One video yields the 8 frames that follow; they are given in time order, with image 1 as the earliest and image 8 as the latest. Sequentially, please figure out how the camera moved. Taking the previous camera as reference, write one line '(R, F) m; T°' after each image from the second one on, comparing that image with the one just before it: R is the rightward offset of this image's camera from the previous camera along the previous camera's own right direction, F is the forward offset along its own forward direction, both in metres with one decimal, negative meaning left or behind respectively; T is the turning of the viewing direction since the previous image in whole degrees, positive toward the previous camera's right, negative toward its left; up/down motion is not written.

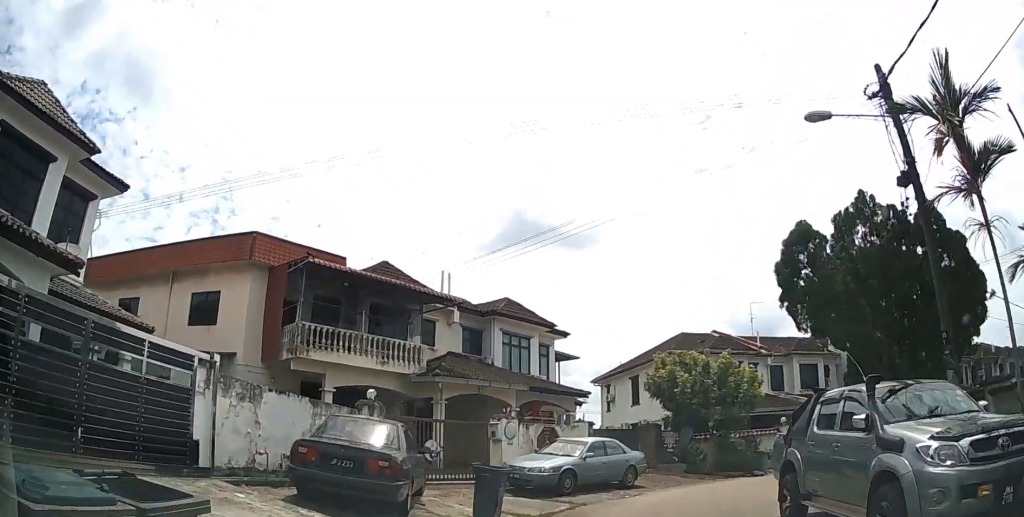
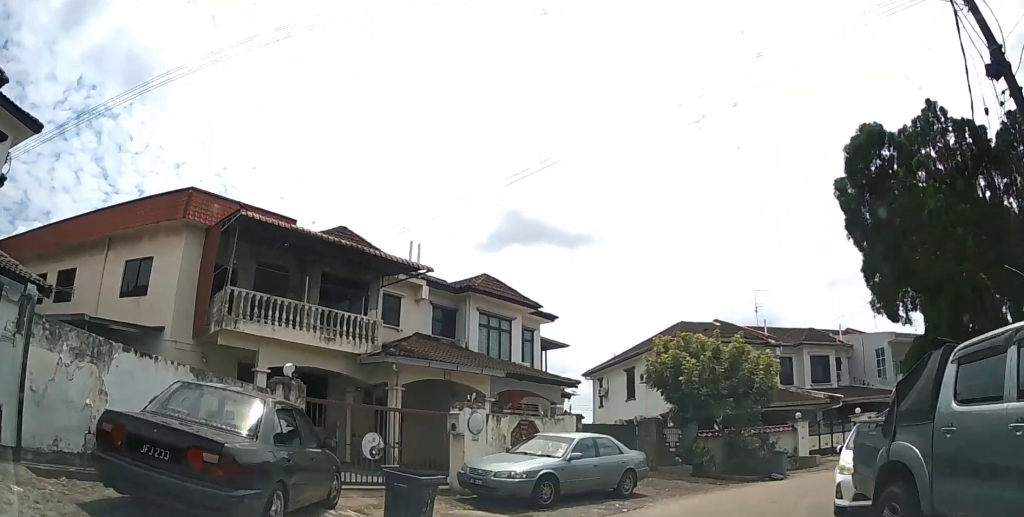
(-0.1, +3.5) m; +1°
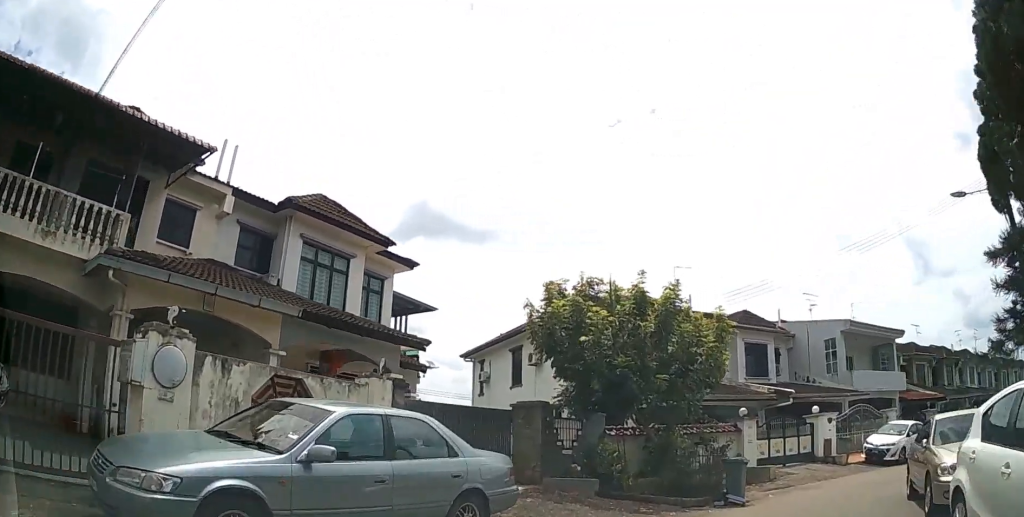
(+0.8, +6.6) m; +18°
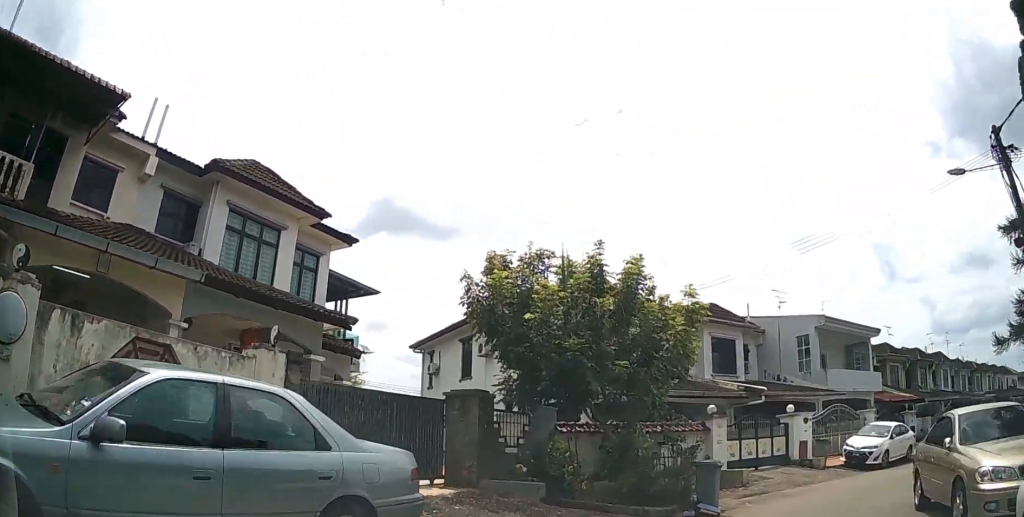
(+0.2, +1.8) m; +7°
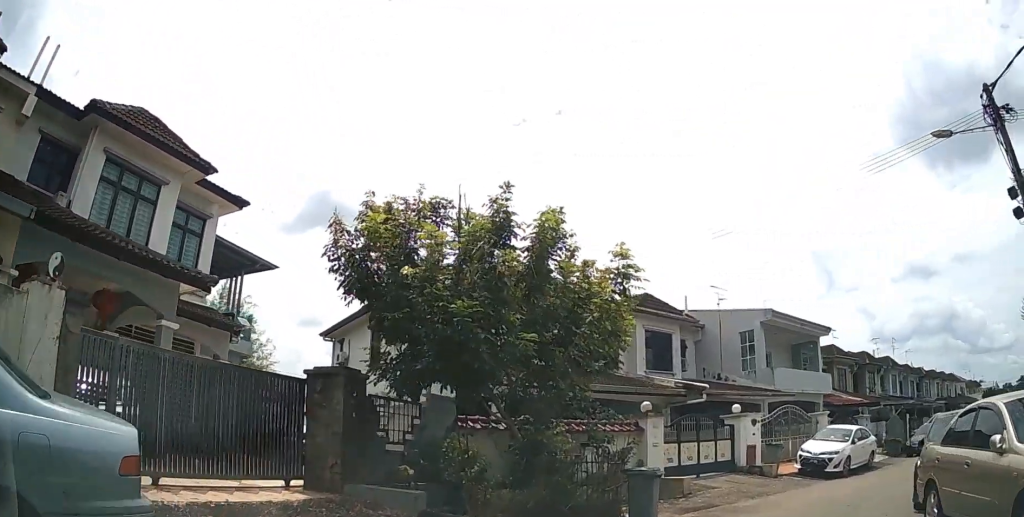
(+0.2, +2.6) m; +7°
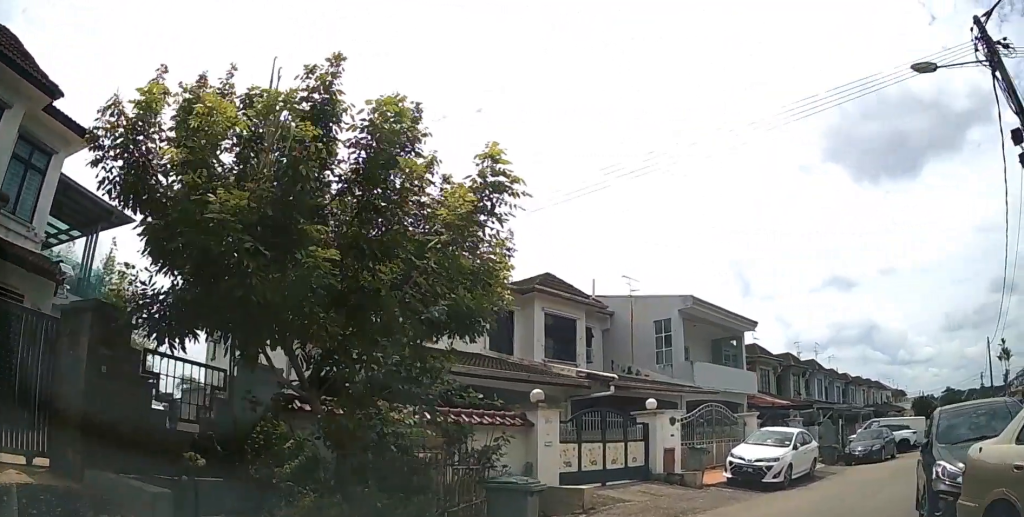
(+0.1, +3.0) m; +7°
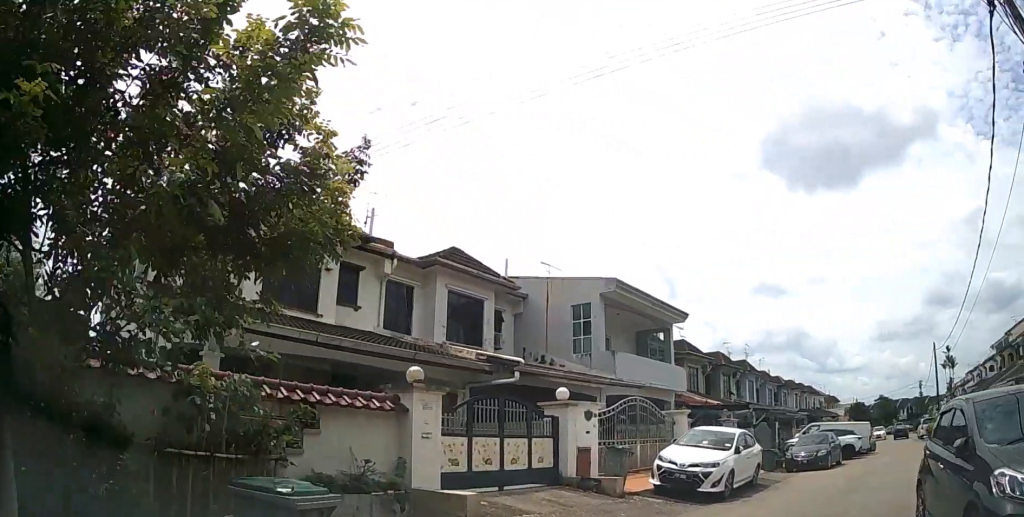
(+0.1, +2.6) m; +7°
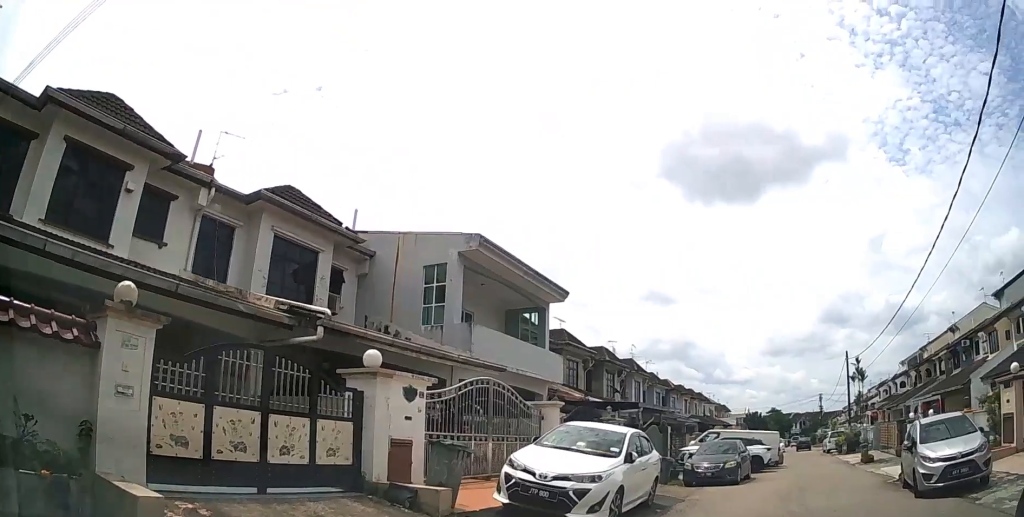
(+0.4, +4.2) m; +12°
